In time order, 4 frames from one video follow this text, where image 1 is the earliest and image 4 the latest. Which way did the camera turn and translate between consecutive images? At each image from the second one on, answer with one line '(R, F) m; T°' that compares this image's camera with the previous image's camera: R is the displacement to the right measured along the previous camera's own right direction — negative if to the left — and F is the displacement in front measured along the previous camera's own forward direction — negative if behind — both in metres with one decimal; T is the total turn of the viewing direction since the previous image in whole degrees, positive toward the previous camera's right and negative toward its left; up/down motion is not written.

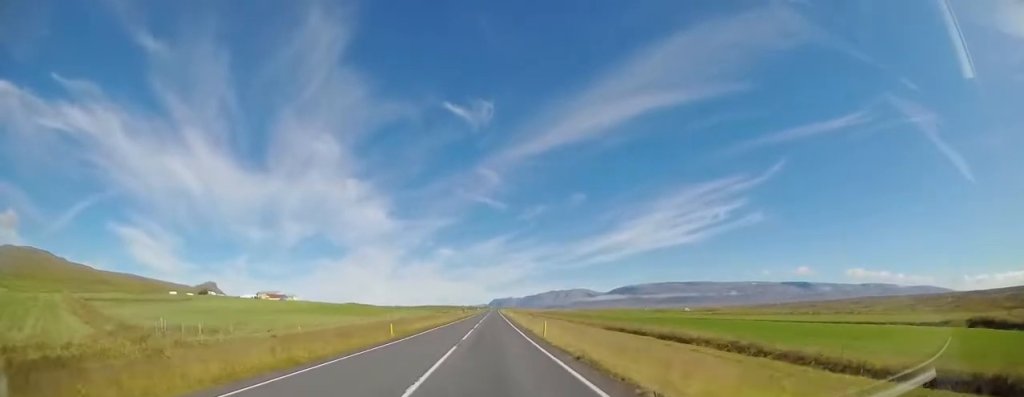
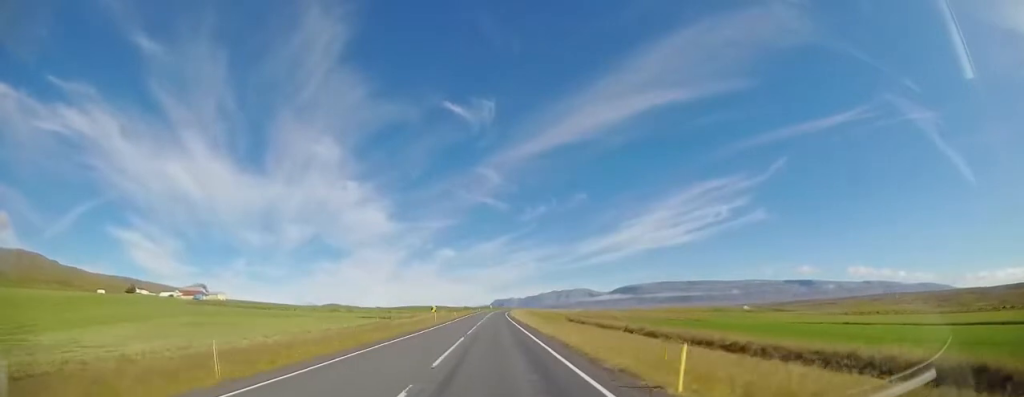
(+0.3, +116.3) m; -1°
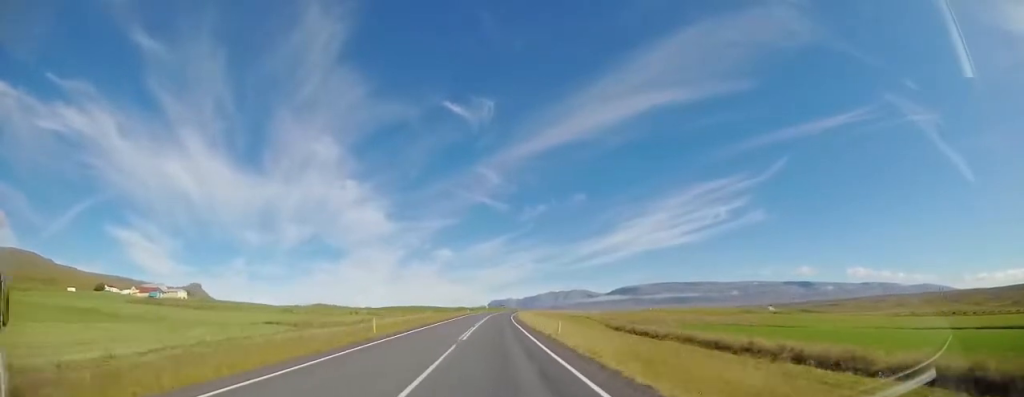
(+0.4, +39.5) m; +2°
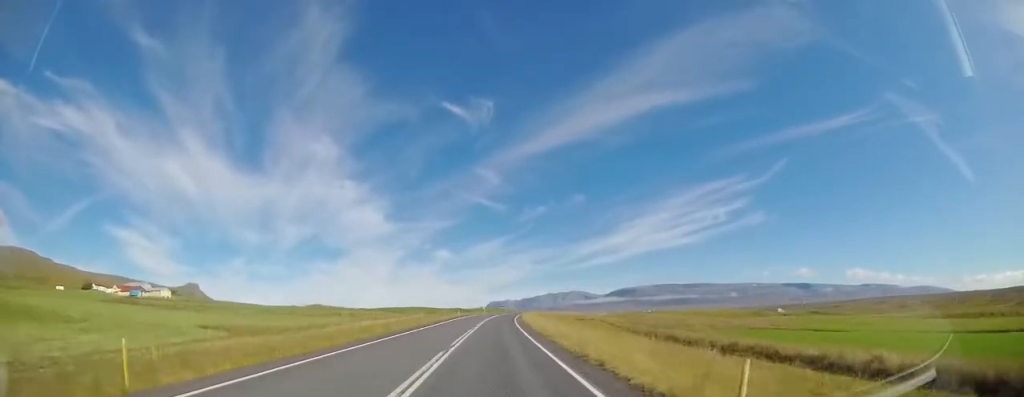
(+0.3, +14.3) m; +1°
